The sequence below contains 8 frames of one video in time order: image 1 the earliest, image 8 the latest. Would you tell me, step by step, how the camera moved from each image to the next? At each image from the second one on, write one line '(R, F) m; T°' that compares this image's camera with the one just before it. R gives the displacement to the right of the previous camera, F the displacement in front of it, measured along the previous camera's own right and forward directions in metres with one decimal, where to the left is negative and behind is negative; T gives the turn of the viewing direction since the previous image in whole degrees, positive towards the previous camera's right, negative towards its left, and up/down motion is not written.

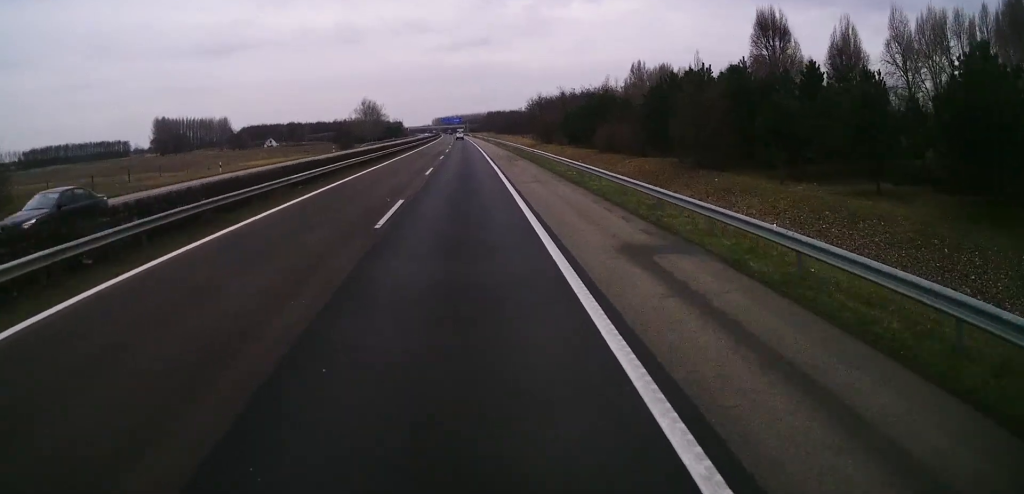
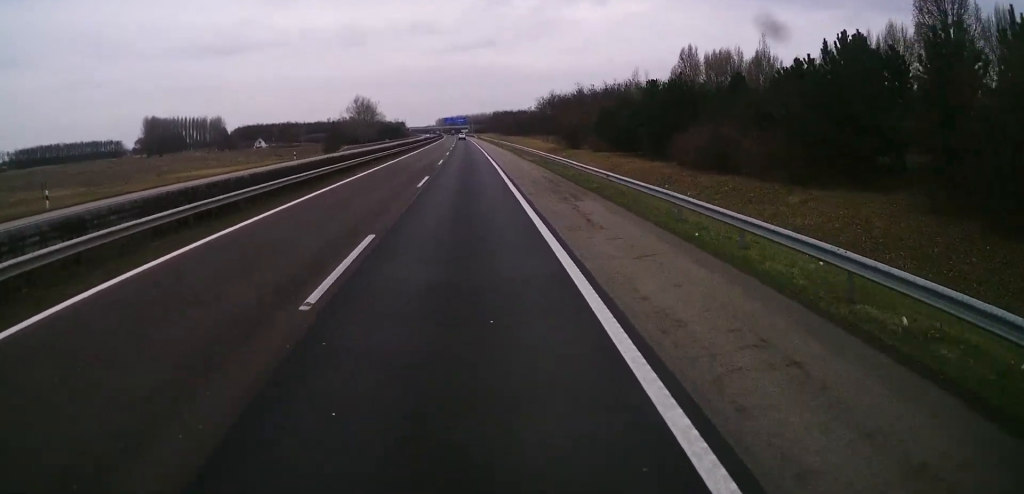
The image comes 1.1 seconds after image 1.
(-0.2, +25.3) m; +1°
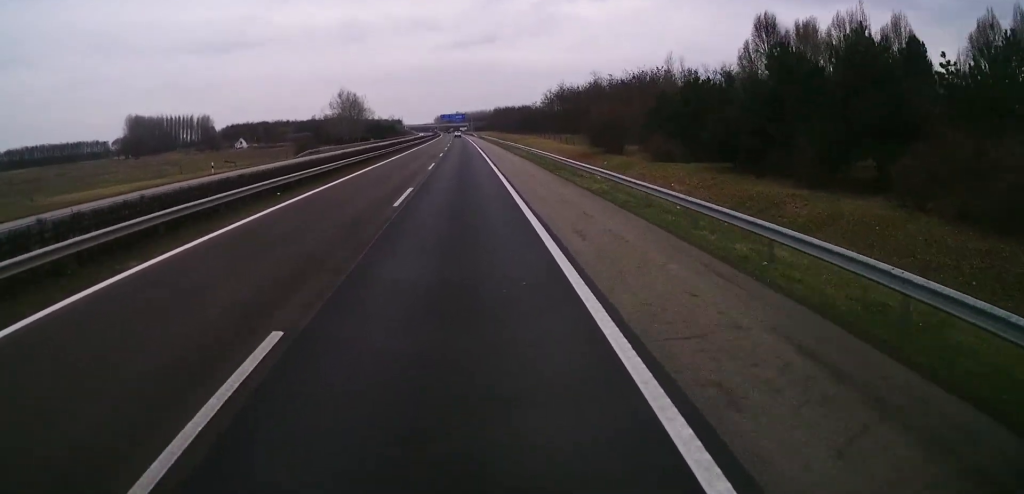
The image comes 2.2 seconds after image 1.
(+0.6, +25.3) m; +1°
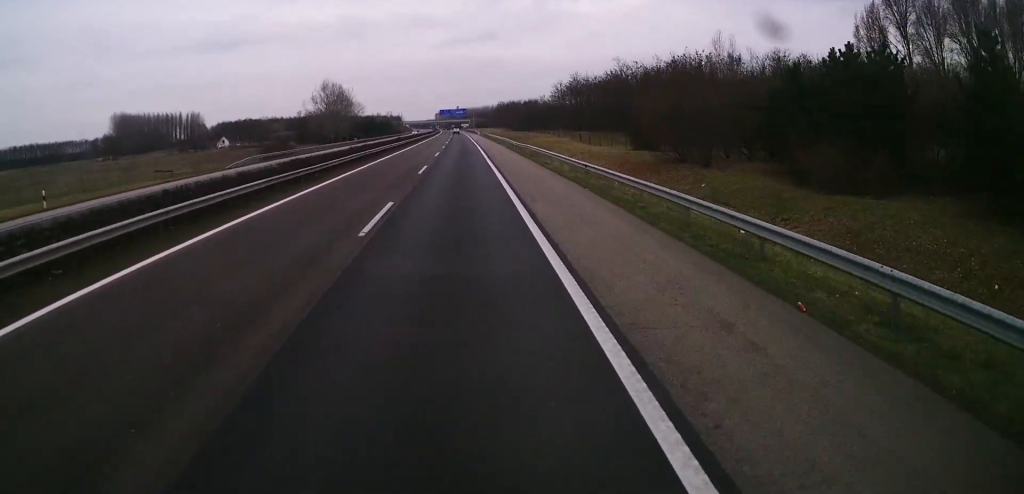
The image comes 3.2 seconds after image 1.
(-0.3, +23.8) m; -1°
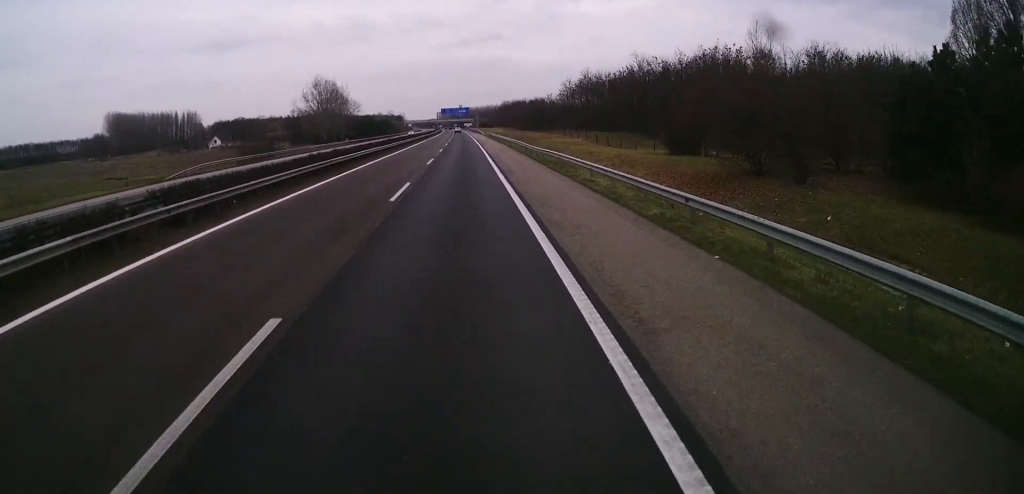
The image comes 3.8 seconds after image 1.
(-0.2, +12.3) m; 0°
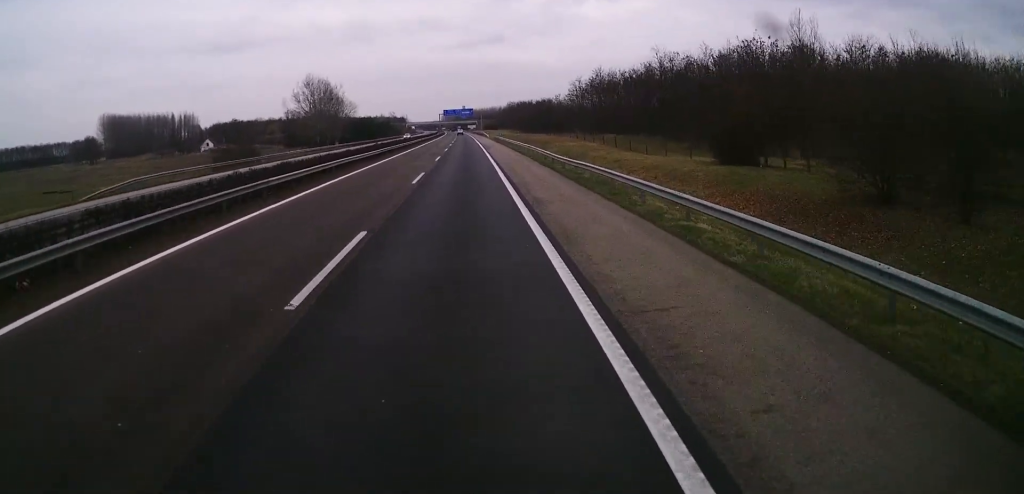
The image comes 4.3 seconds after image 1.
(-0.1, +11.5) m; 0°
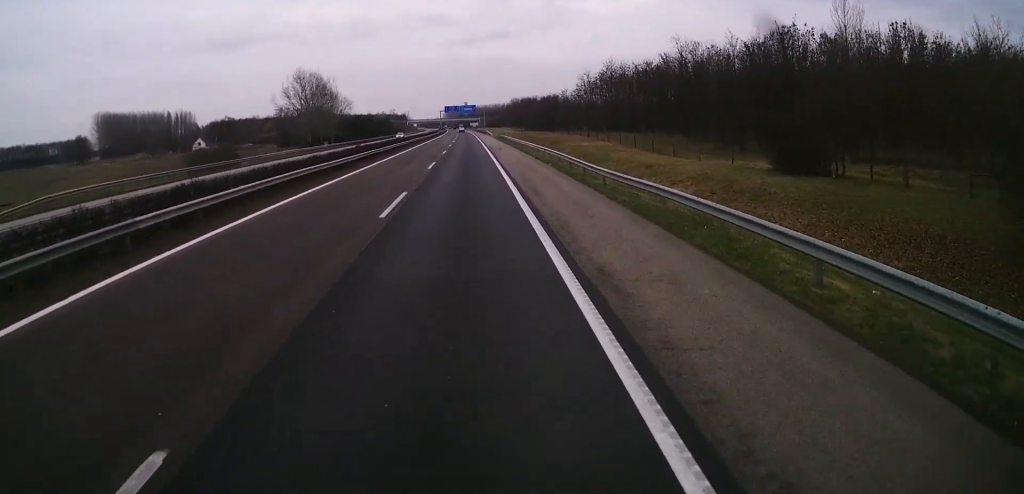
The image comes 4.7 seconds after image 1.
(+0.1, +10.0) m; 0°
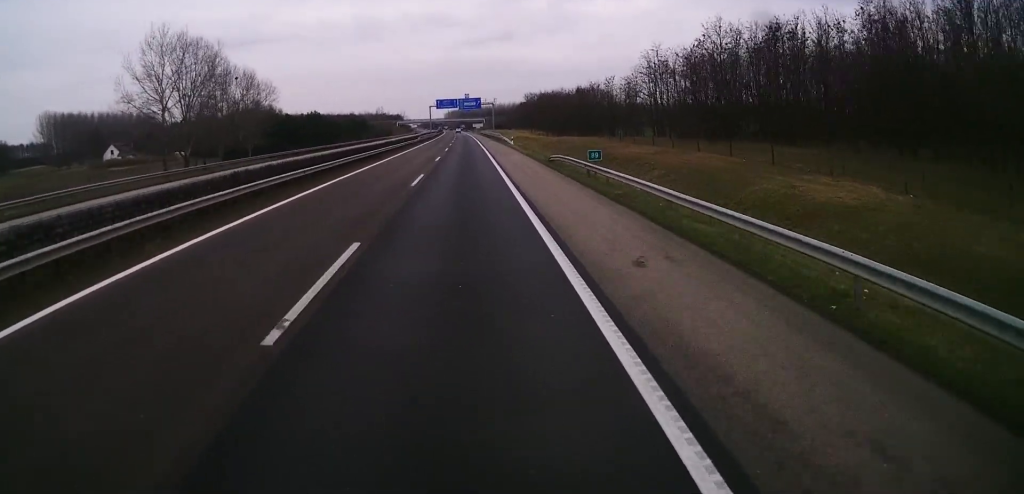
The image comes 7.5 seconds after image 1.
(-0.3, +64.6) m; -1°
